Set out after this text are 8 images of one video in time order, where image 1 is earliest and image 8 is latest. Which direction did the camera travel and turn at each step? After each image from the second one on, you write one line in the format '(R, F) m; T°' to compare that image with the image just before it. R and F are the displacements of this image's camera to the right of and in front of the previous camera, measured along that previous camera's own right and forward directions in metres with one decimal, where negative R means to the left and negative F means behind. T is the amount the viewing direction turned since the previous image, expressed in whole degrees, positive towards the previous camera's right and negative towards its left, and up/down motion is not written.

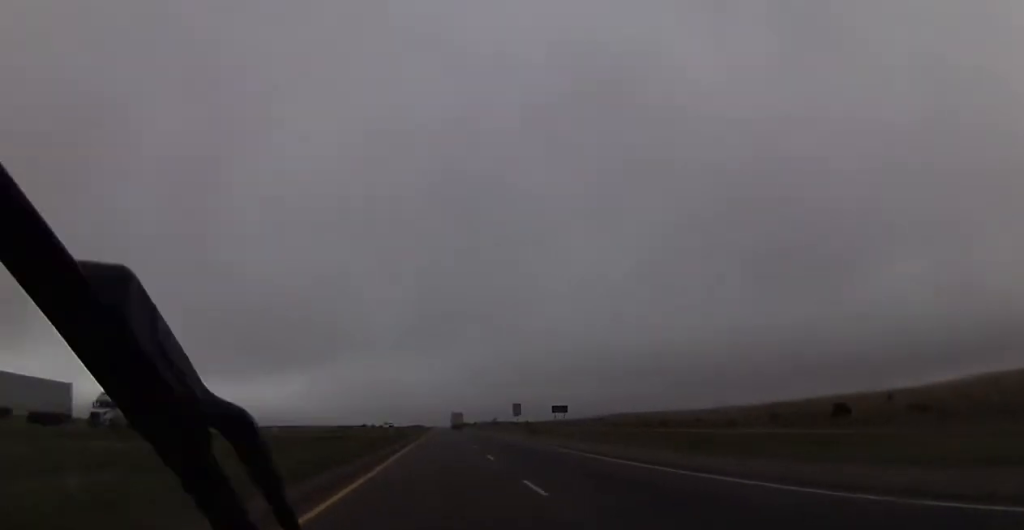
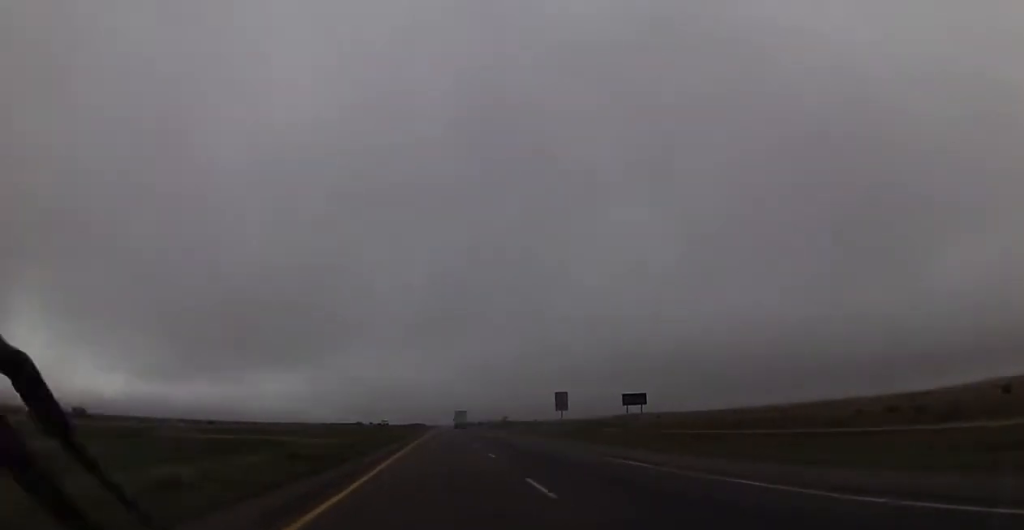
(-0.1, +37.0) m; -1°
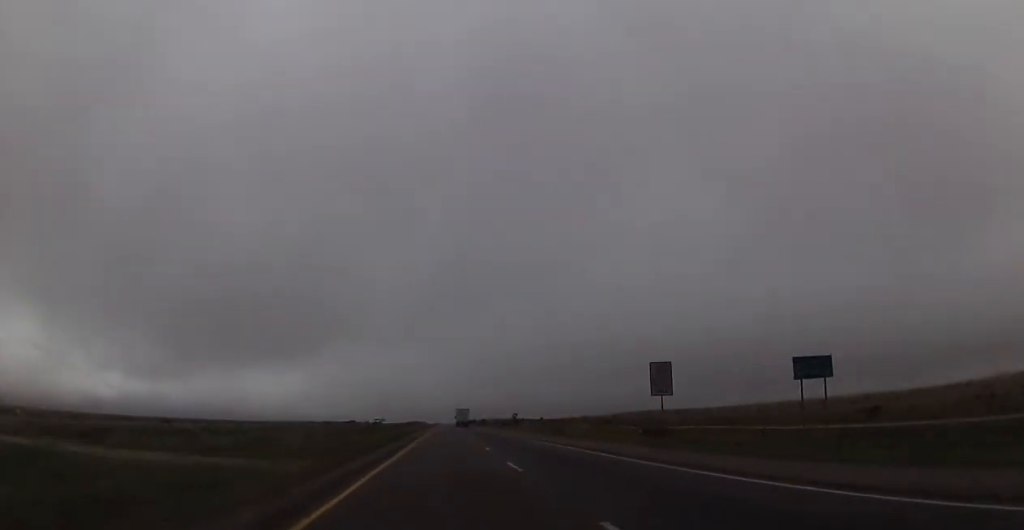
(-0.4, +30.6) m; 0°
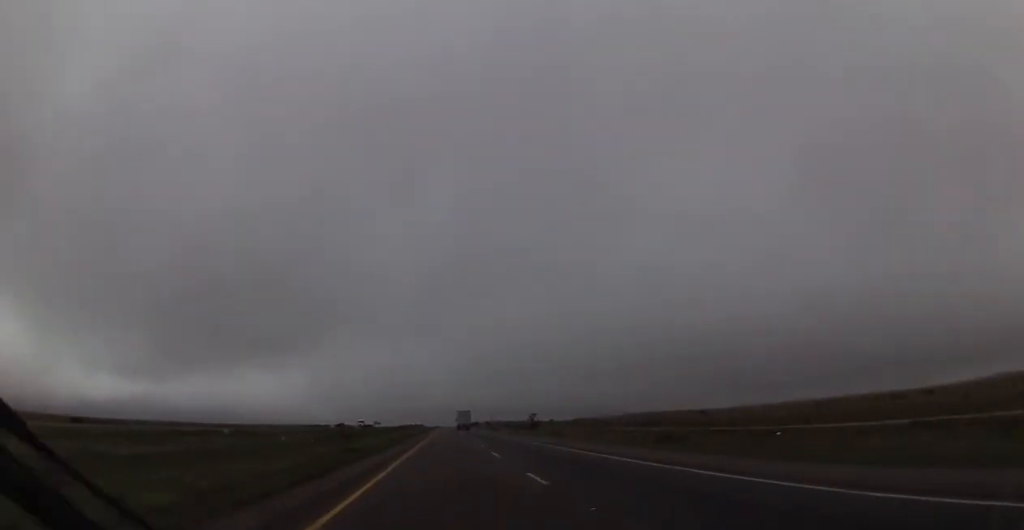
(+0.5, +39.4) m; 0°
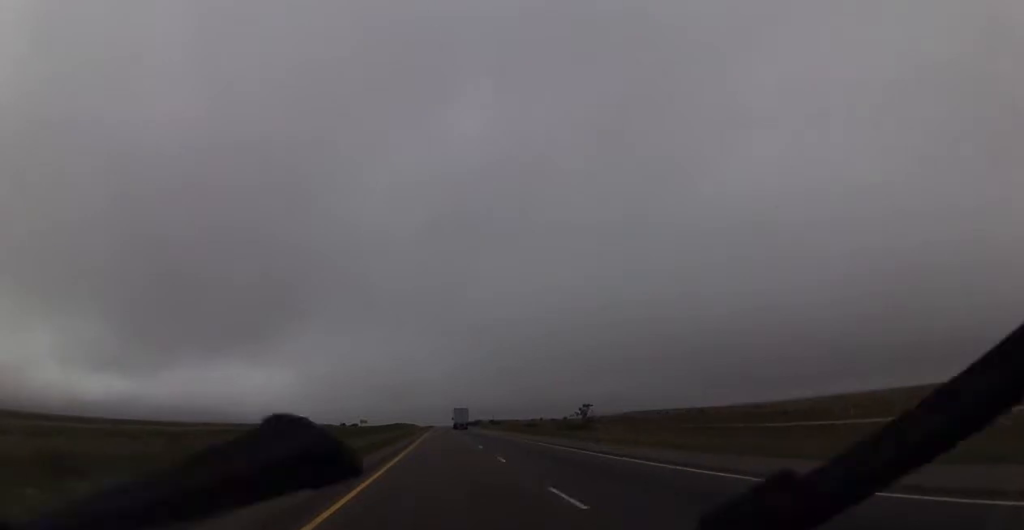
(-0.2, +65.0) m; +1°
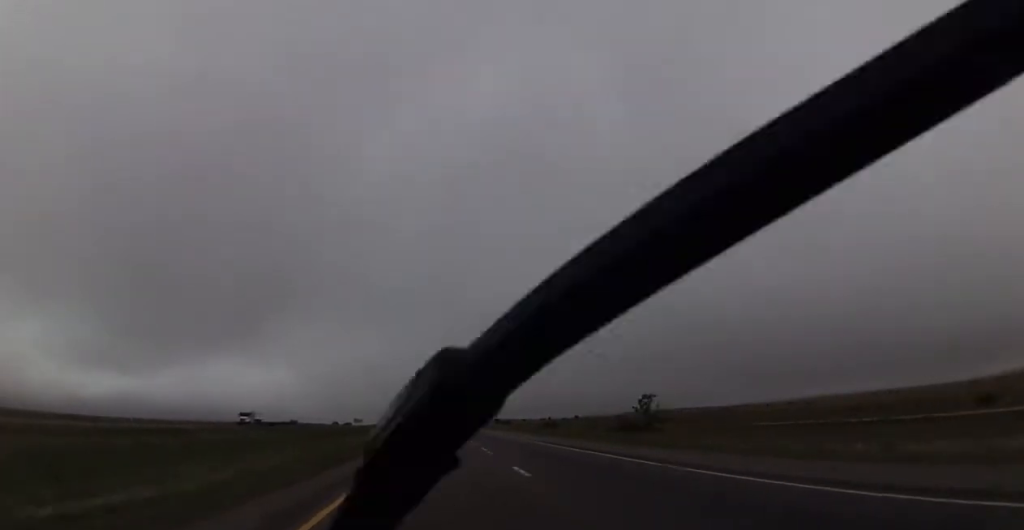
(+0.2, +30.6) m; 0°
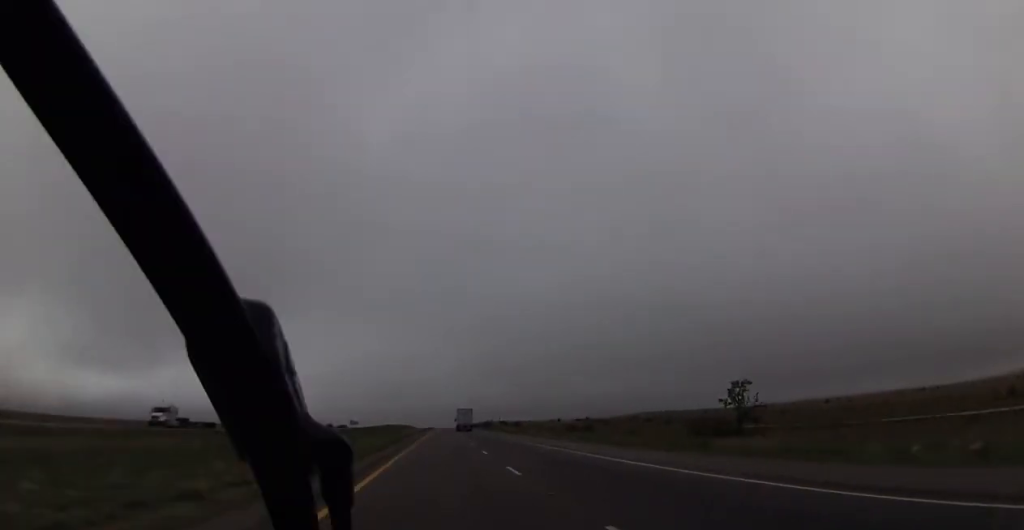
(0.0, +23.0) m; 0°
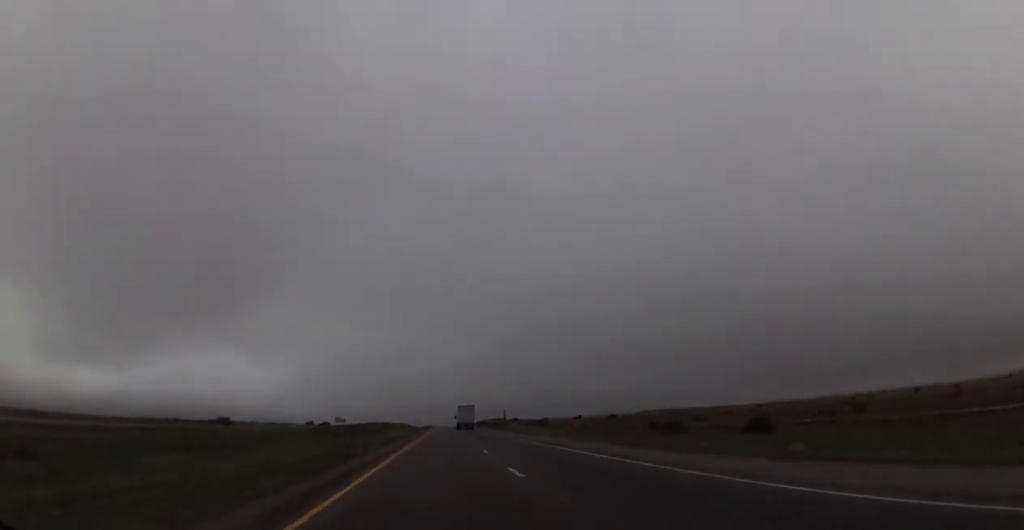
(-0.4, +49.8) m; -1°
